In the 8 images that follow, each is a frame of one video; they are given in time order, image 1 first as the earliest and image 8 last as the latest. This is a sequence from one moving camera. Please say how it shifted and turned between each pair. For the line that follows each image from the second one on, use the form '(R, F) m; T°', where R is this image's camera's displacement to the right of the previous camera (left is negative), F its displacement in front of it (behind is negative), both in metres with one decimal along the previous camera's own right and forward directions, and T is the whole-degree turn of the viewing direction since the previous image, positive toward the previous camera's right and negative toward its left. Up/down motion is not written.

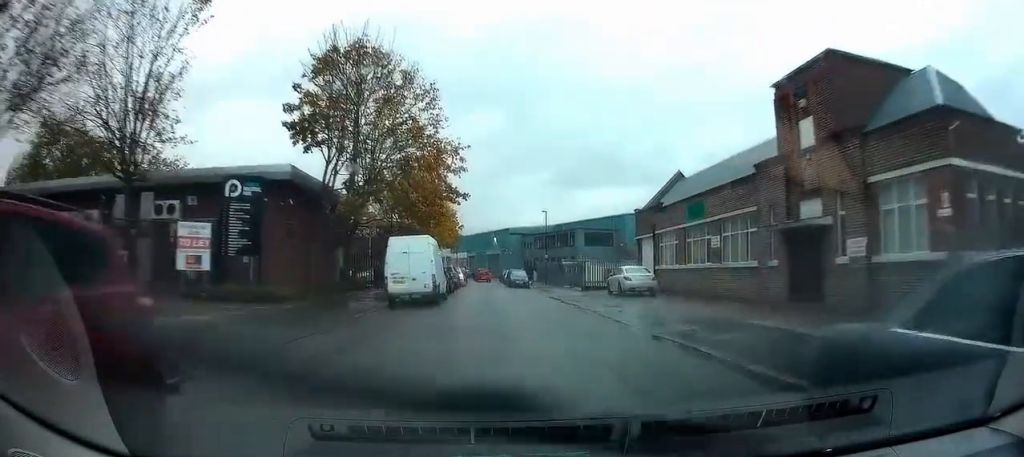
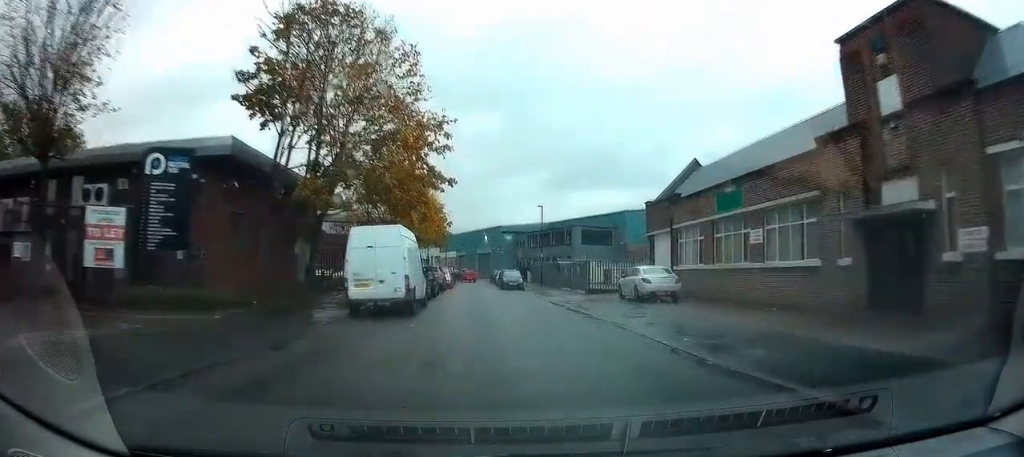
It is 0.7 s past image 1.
(0.0, +4.7) m; 0°
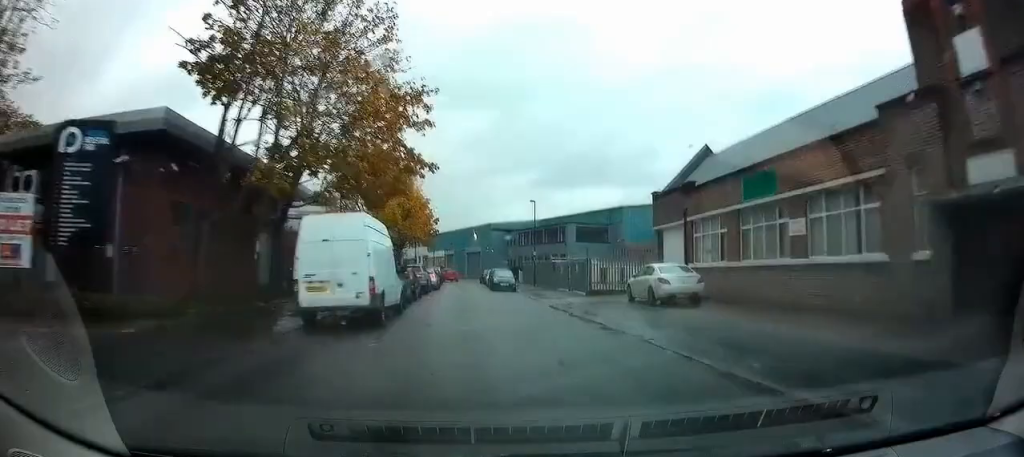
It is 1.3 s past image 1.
(0.0, +3.5) m; 0°
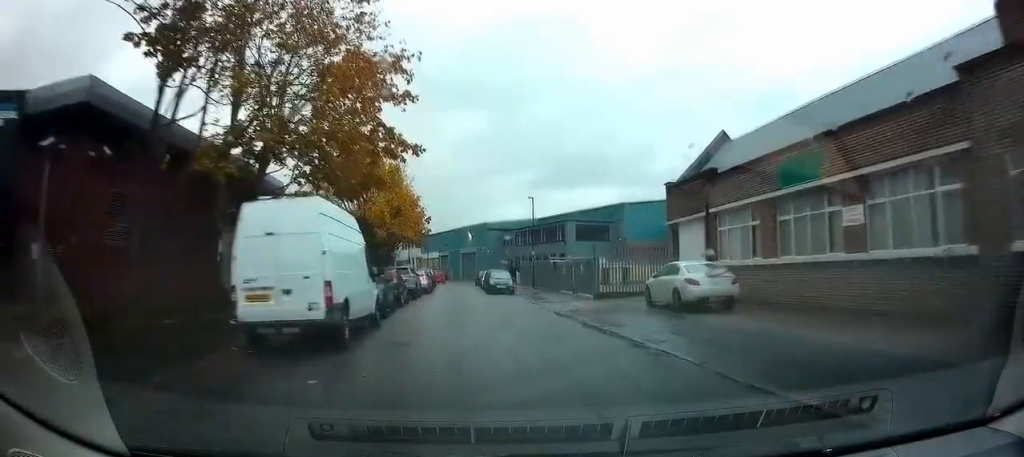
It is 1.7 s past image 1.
(0.0, +3.1) m; 0°
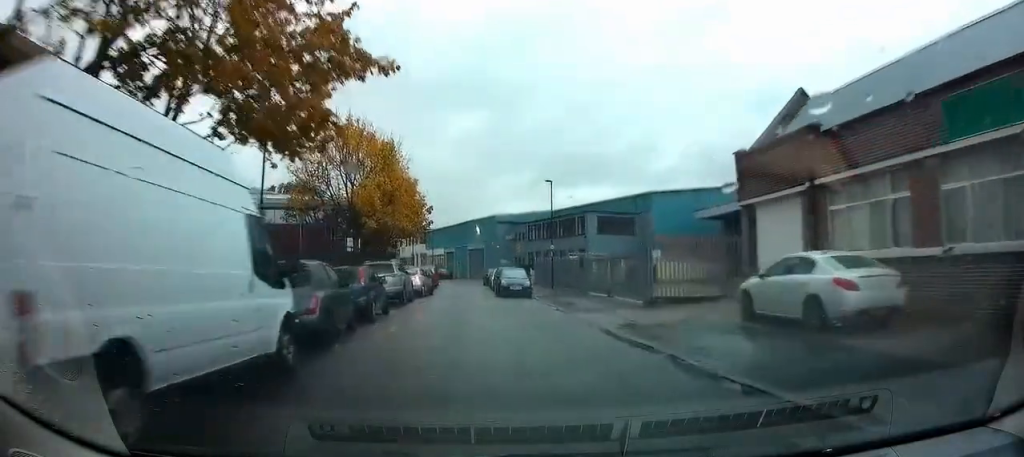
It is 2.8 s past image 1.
(+0.1, +7.0) m; +1°
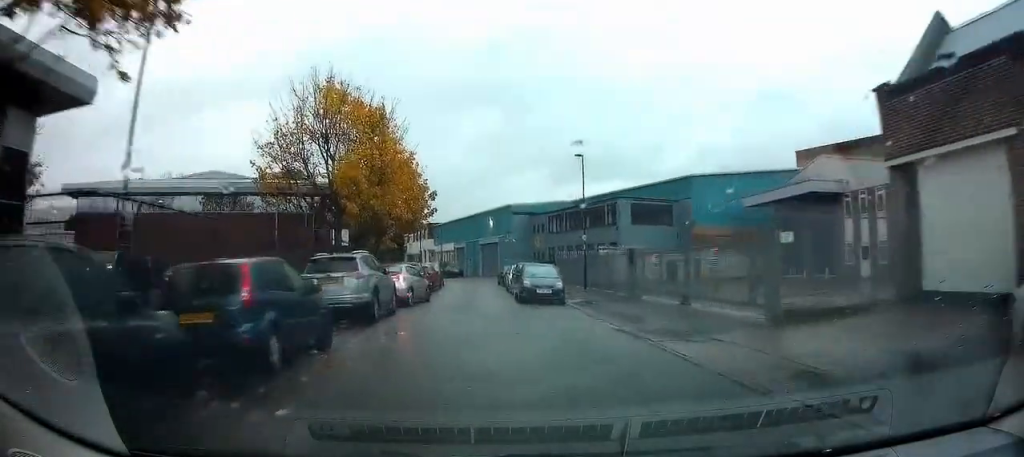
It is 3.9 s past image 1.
(0.0, +7.8) m; 0°
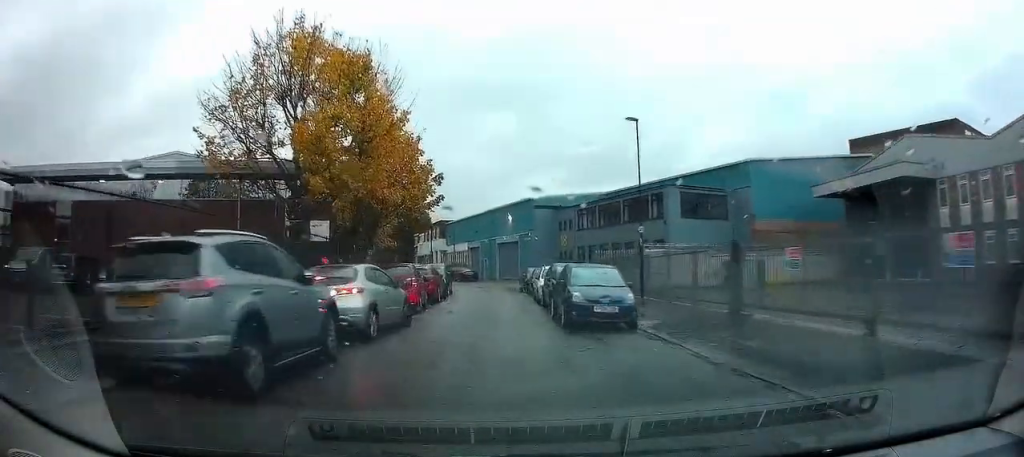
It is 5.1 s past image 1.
(0.0, +8.1) m; 0°
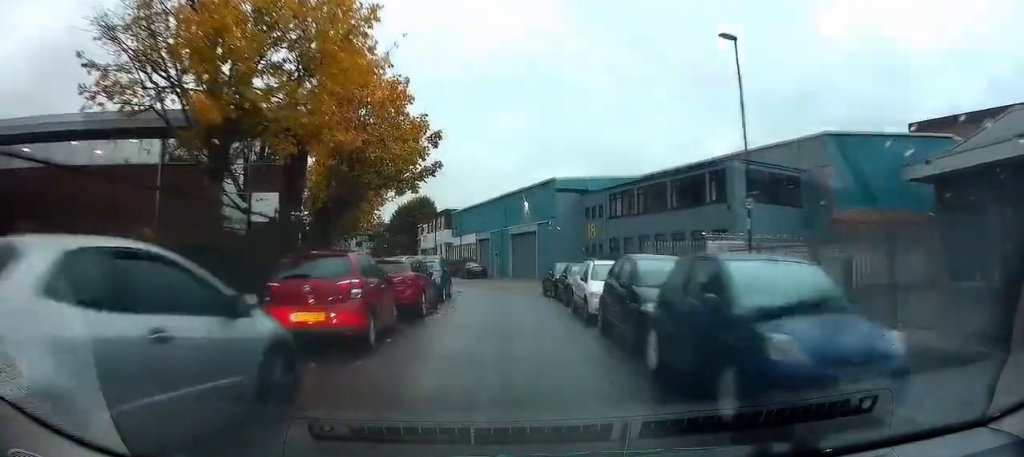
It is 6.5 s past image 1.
(-0.2, +8.8) m; -3°
